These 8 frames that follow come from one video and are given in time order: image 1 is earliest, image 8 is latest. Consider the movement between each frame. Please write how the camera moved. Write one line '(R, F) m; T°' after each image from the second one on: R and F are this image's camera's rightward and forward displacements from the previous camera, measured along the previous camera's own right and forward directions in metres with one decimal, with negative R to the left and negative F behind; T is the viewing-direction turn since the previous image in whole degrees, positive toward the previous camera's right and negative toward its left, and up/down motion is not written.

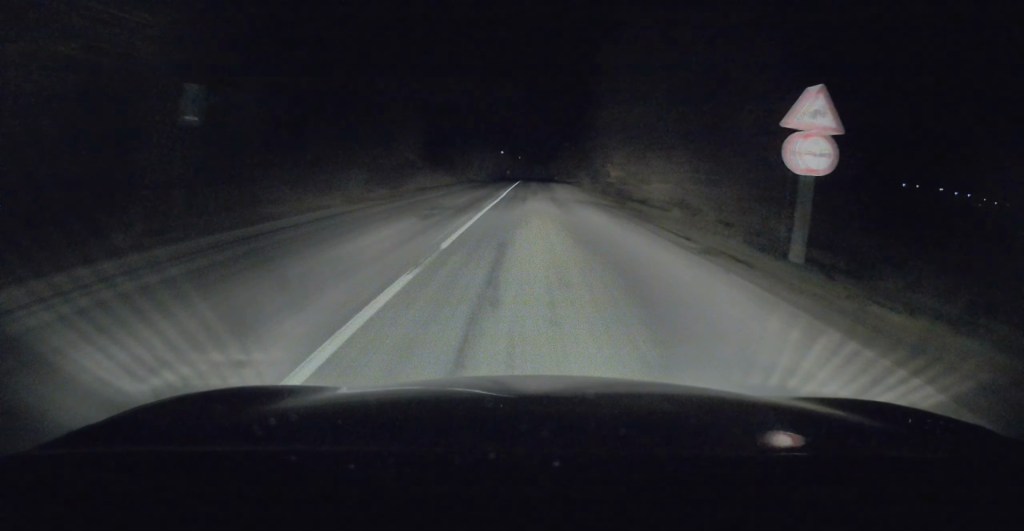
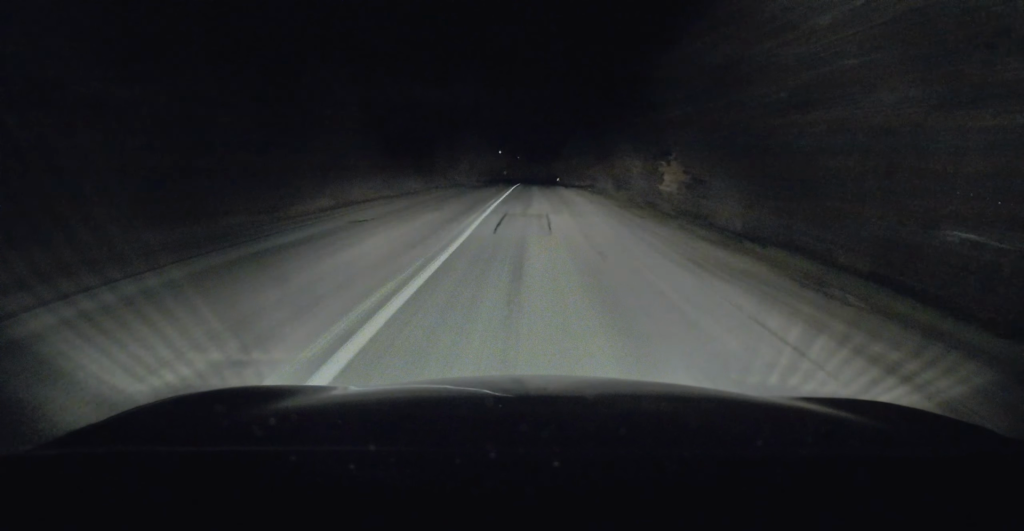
(-0.4, +17.9) m; 0°
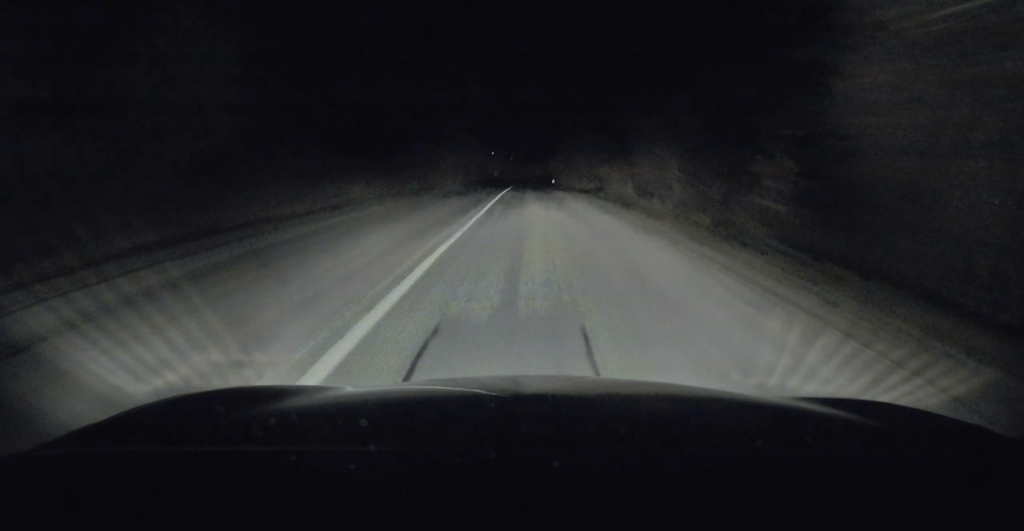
(+0.3, +12.3) m; 0°
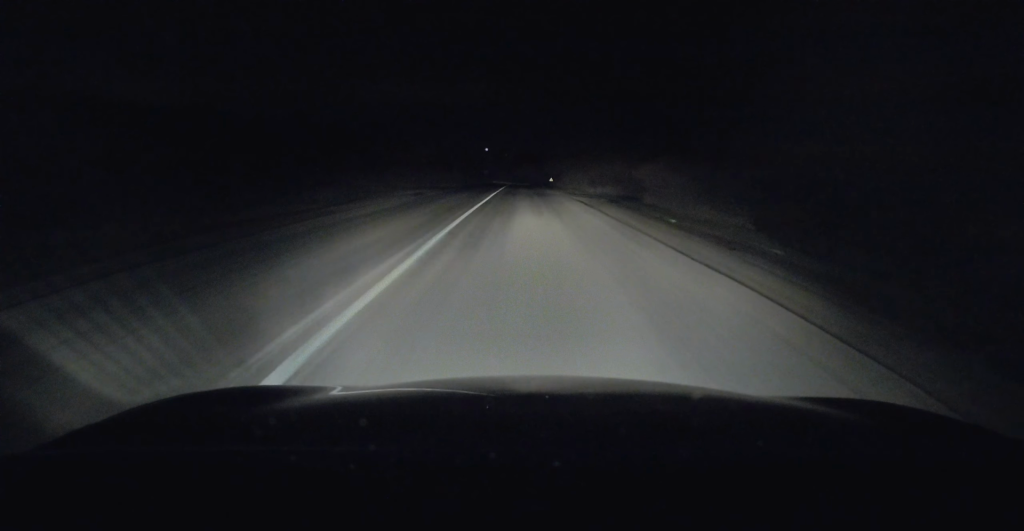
(-0.1, +20.4) m; 0°
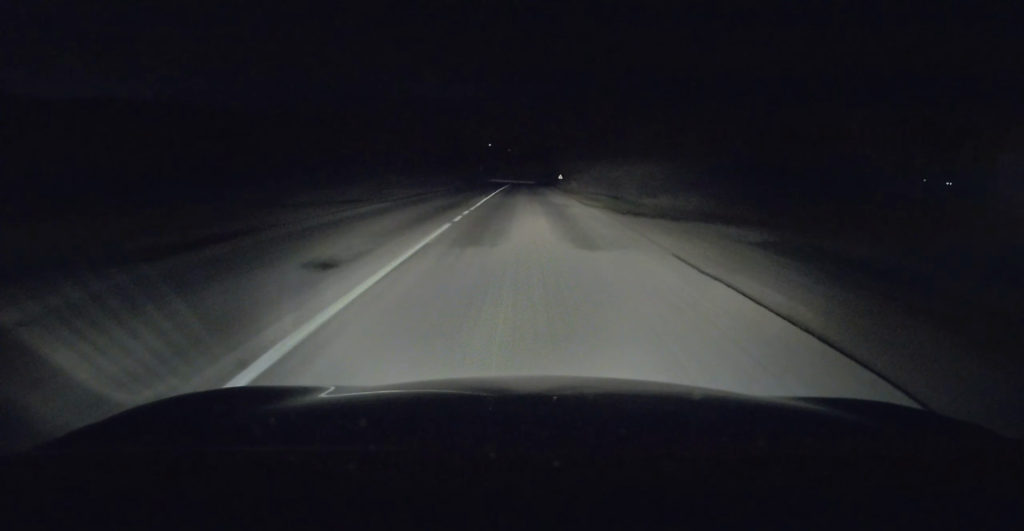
(+0.2, +23.0) m; 0°
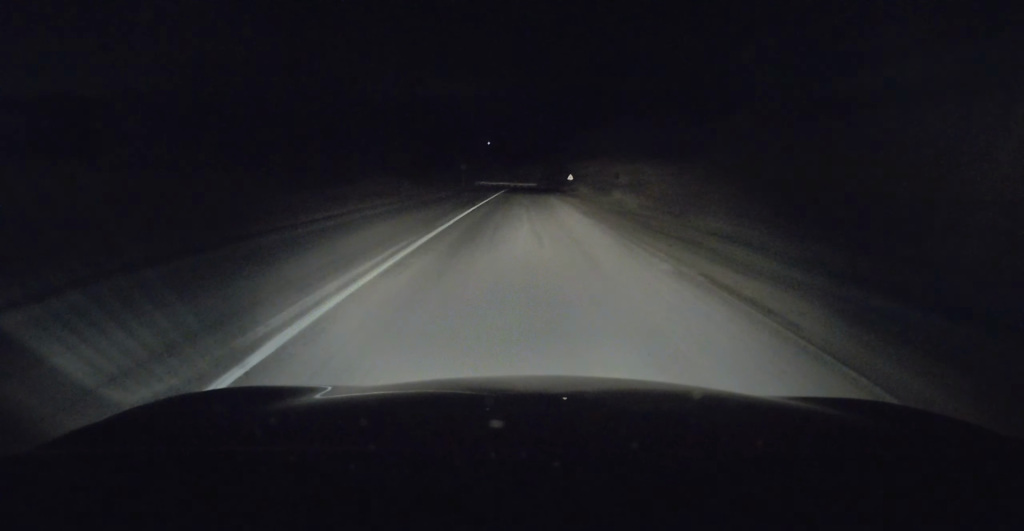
(-0.4, +29.0) m; -1°
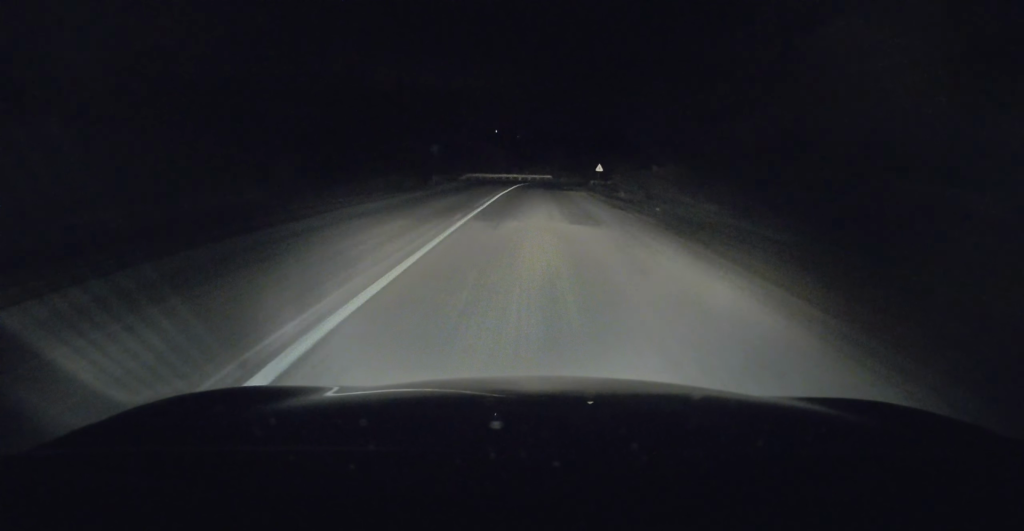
(0.0, +30.2) m; 0°
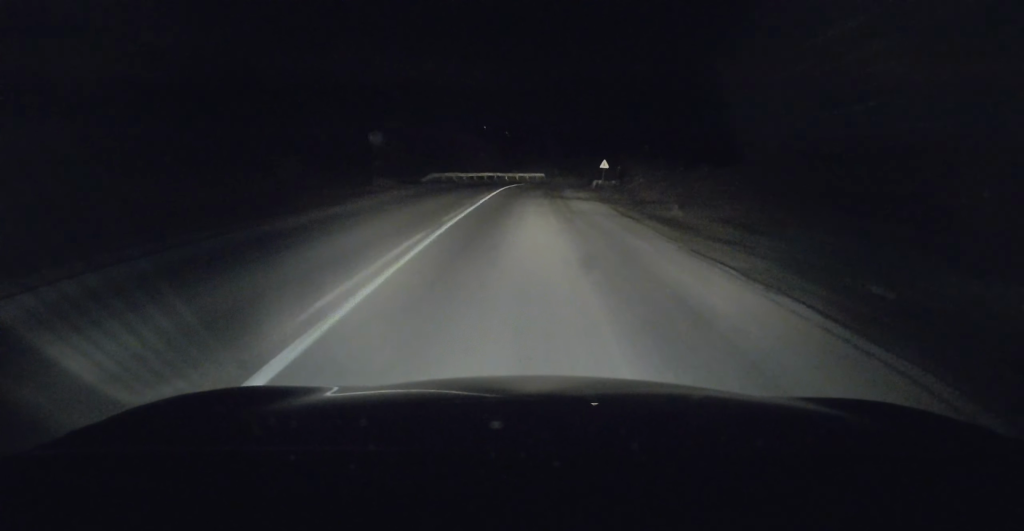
(0.0, +14.3) m; +1°
